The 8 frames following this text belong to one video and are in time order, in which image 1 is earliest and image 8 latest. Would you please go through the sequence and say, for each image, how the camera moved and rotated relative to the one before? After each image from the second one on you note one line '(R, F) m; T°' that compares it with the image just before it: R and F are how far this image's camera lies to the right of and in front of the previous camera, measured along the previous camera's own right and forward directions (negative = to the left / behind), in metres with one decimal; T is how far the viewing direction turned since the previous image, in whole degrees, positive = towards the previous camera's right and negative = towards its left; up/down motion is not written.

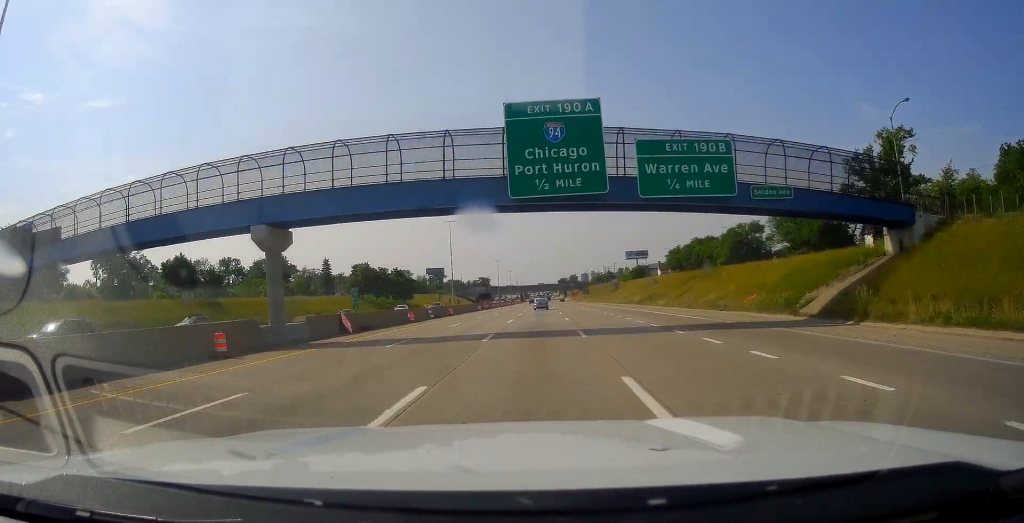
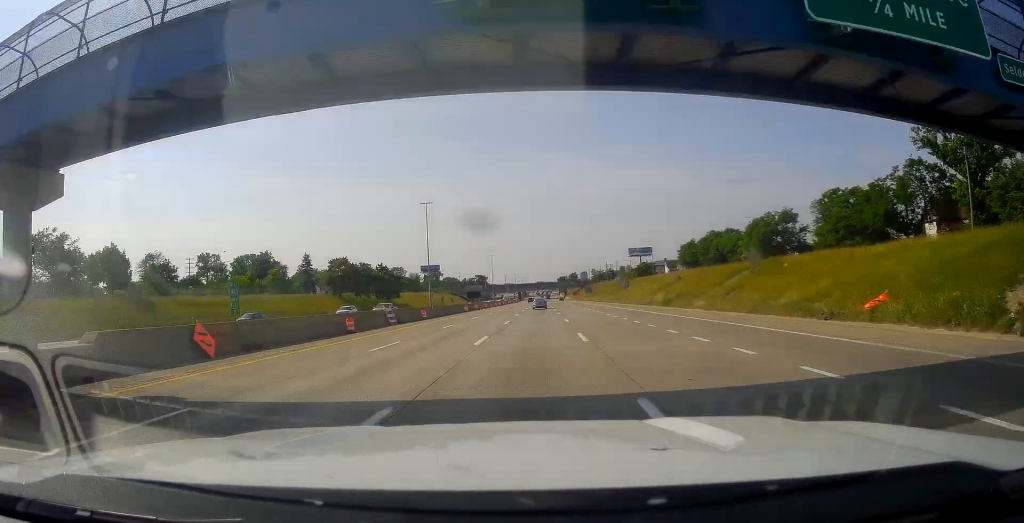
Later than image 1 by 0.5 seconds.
(+0.1, +17.3) m; 0°
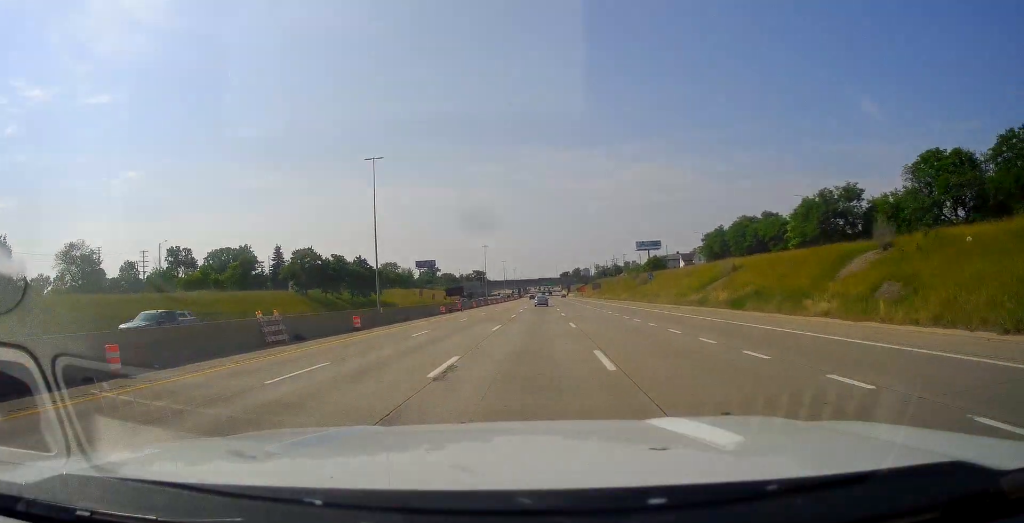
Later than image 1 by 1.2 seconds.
(+0.3, +23.2) m; 0°
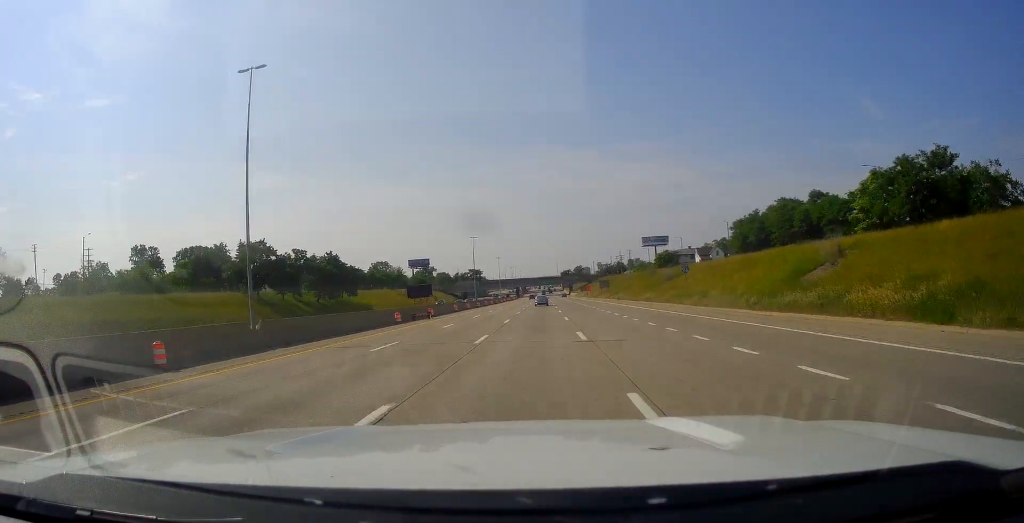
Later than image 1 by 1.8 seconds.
(-0.1, +22.1) m; 0°
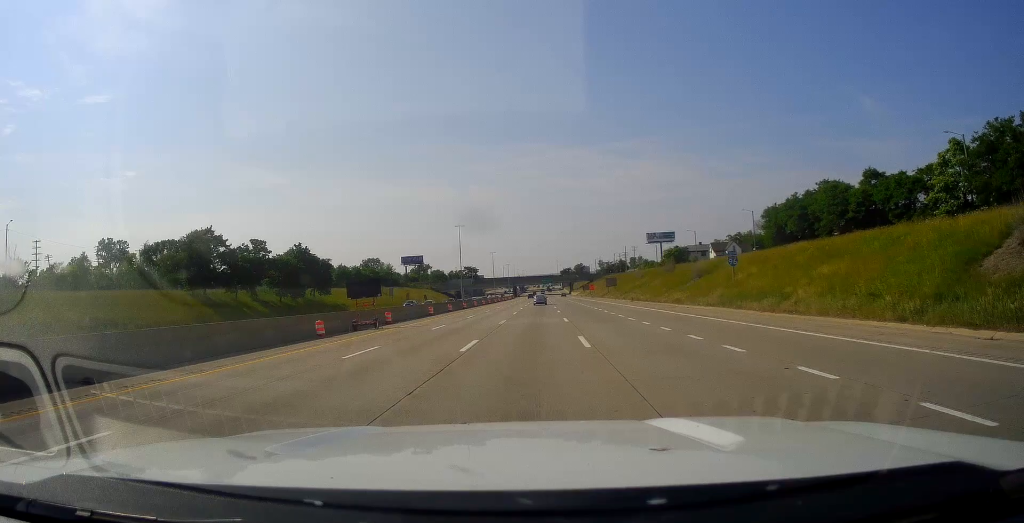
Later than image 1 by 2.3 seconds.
(0.0, +17.5) m; 0°
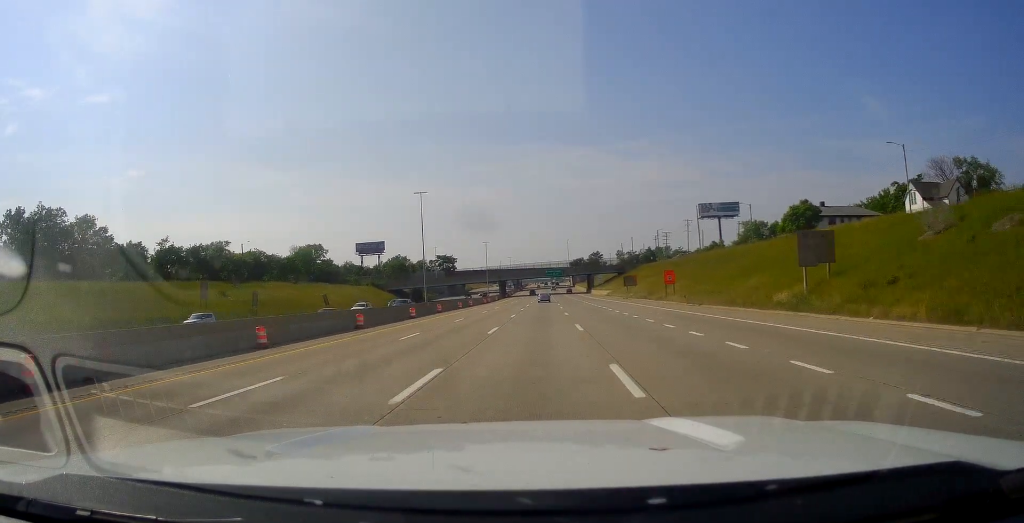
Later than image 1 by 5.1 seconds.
(+0.1, +99.7) m; 0°
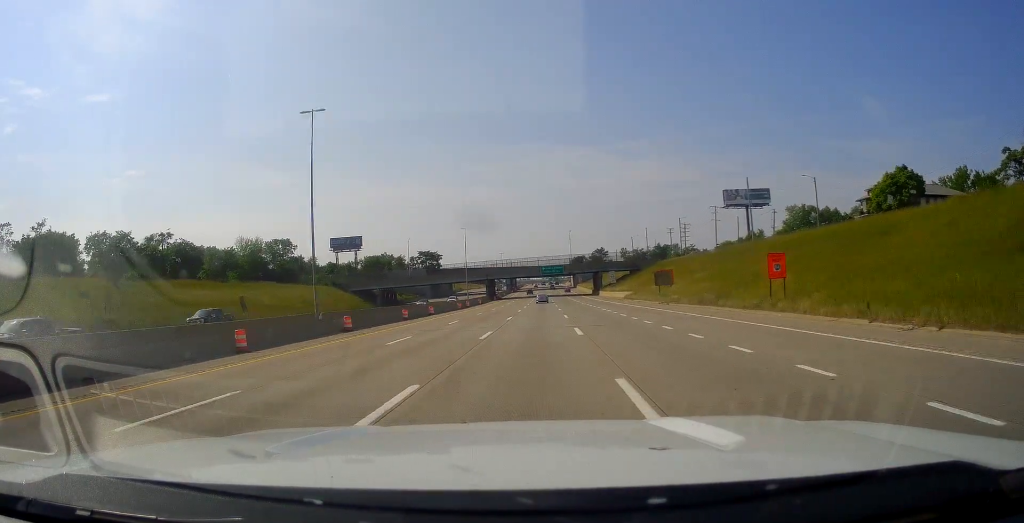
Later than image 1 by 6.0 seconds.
(-0.1, +32.4) m; 0°
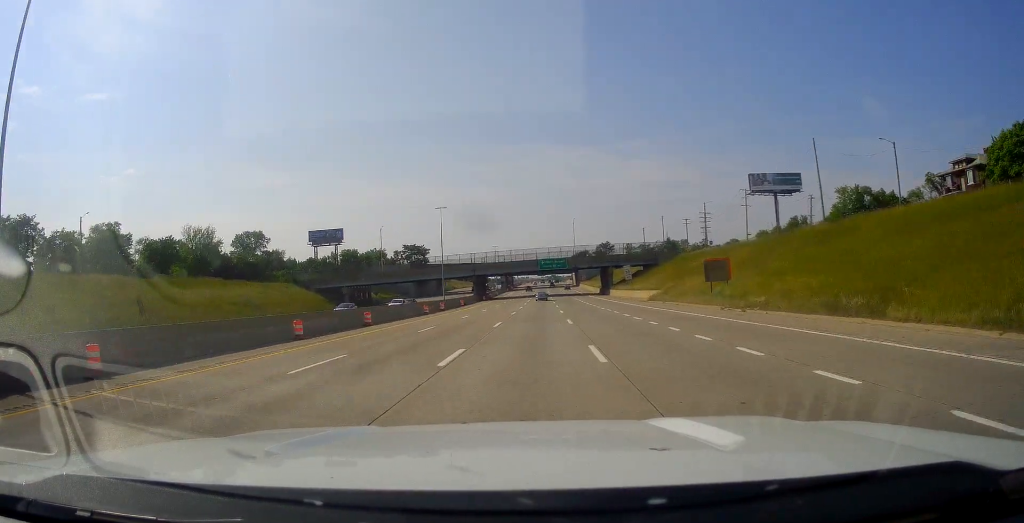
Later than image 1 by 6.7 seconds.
(+0.2, +23.9) m; 0°
